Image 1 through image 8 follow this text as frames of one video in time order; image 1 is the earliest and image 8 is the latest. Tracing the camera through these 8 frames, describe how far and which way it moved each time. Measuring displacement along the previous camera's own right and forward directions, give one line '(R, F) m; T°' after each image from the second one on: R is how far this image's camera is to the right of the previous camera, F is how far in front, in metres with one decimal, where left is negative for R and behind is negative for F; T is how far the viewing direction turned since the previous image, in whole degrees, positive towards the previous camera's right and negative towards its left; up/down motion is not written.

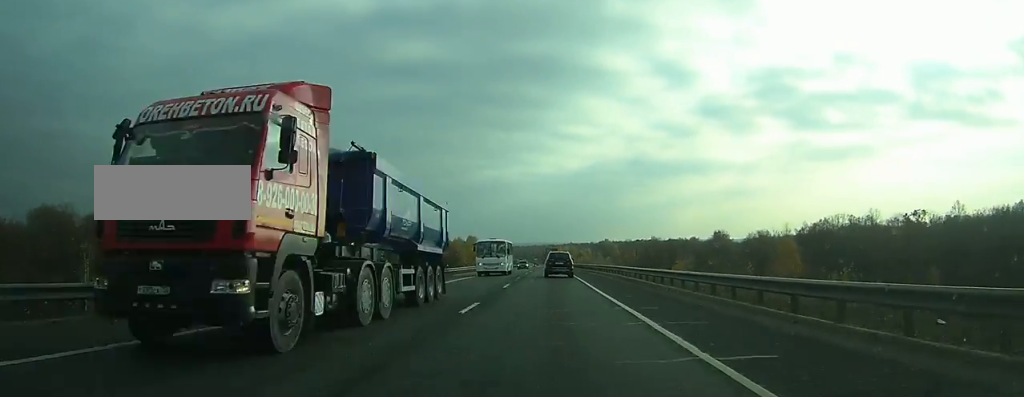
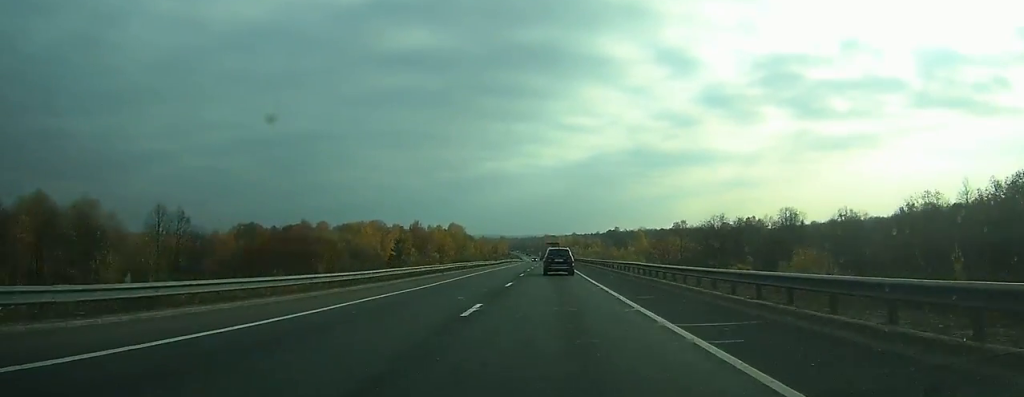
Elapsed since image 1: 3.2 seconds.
(-0.2, +72.5) m; 0°
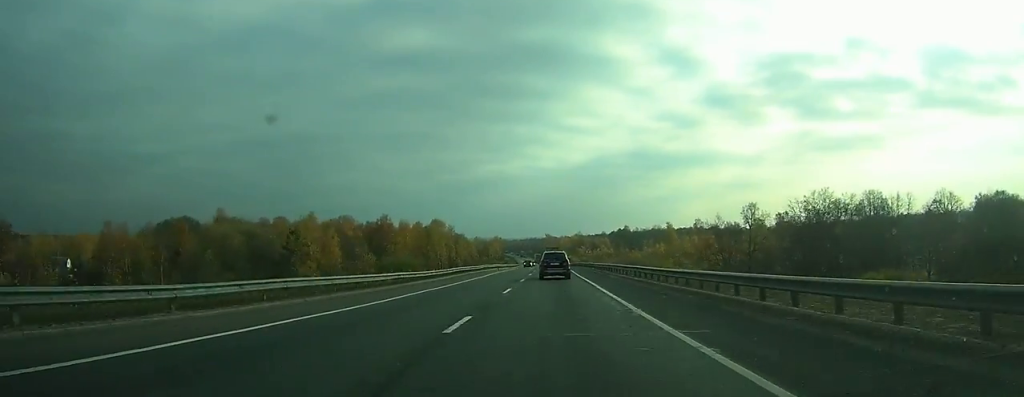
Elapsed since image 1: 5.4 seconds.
(0.0, +50.6) m; 0°
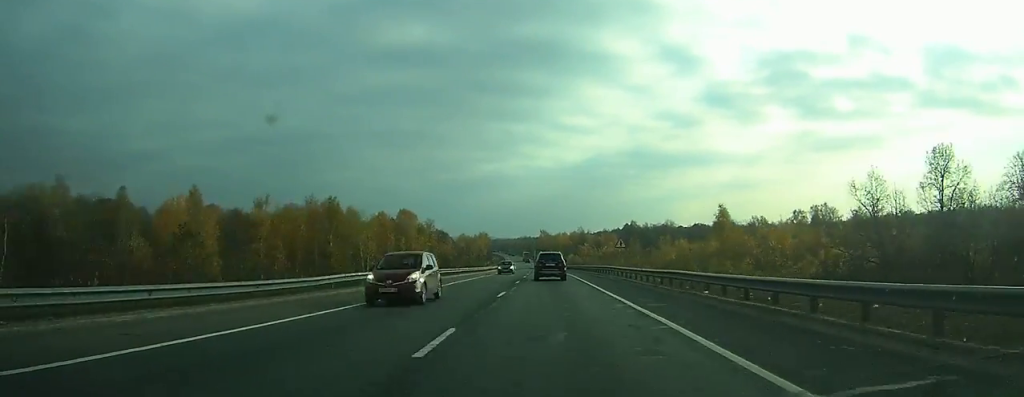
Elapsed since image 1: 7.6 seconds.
(+0.1, +51.5) m; 0°
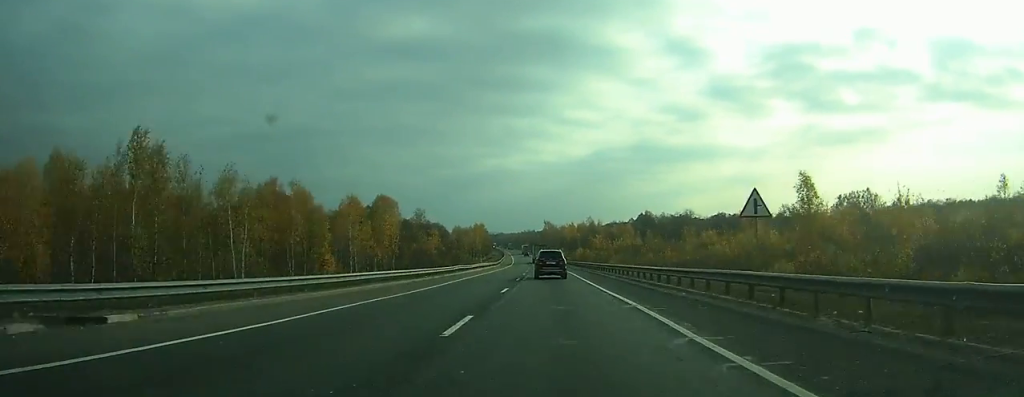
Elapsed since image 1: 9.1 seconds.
(-0.1, +35.0) m; 0°
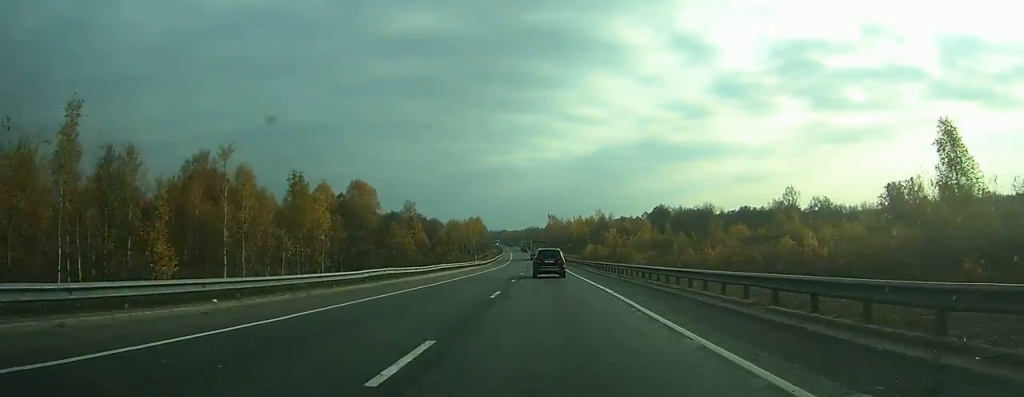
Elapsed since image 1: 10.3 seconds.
(0.0, +28.9) m; 0°
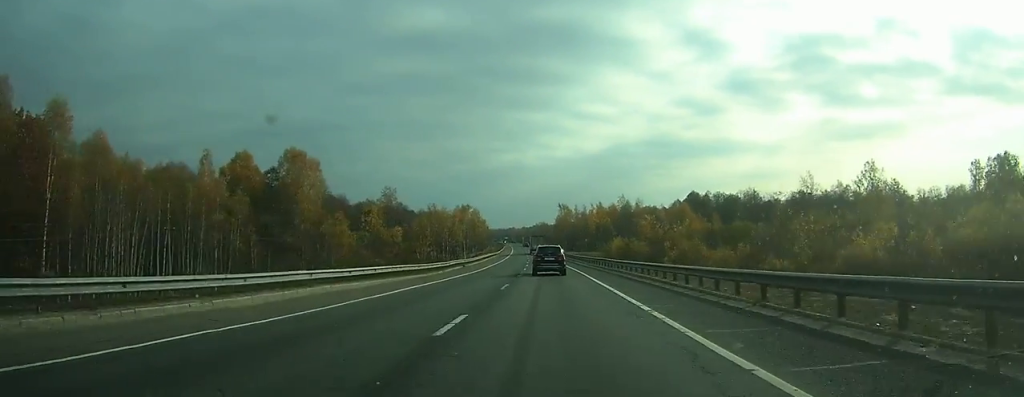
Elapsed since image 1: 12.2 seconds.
(-0.3, +47.3) m; -1°
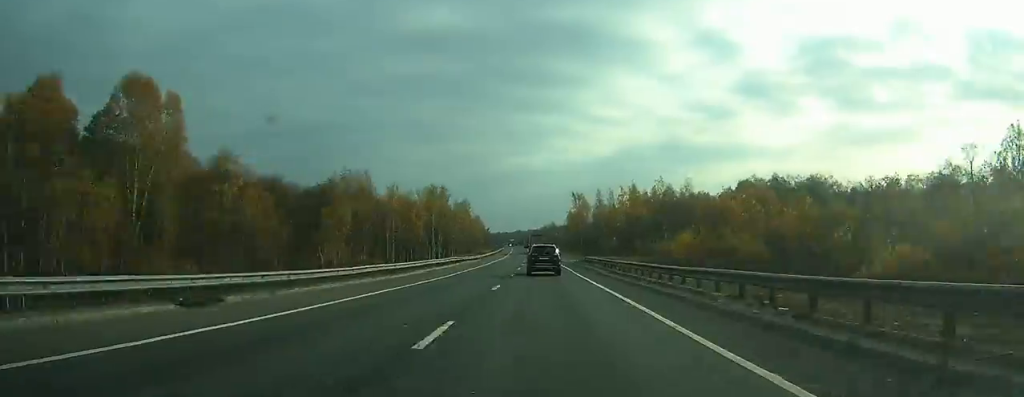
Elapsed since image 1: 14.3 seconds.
(-0.5, +51.4) m; -1°
